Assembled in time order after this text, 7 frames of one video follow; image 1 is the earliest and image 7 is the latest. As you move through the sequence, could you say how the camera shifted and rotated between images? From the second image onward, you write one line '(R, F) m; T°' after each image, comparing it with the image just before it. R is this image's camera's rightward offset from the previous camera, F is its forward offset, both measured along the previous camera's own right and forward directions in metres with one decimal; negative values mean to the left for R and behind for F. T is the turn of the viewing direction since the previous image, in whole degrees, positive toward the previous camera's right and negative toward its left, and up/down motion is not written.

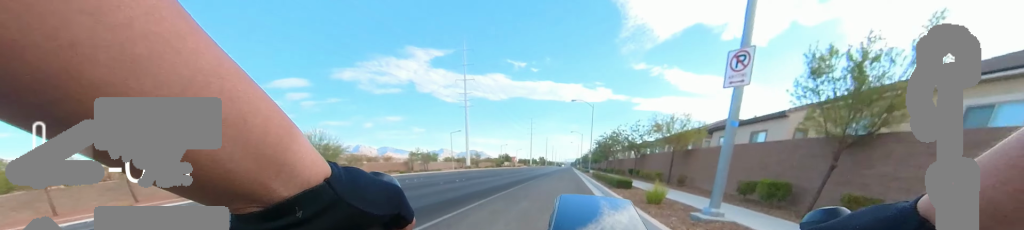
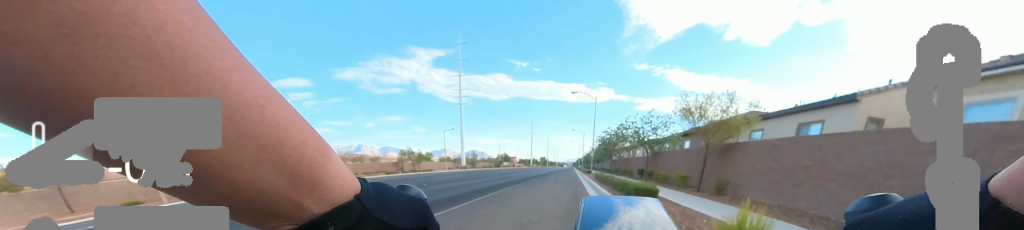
(0.0, +4.2) m; 0°
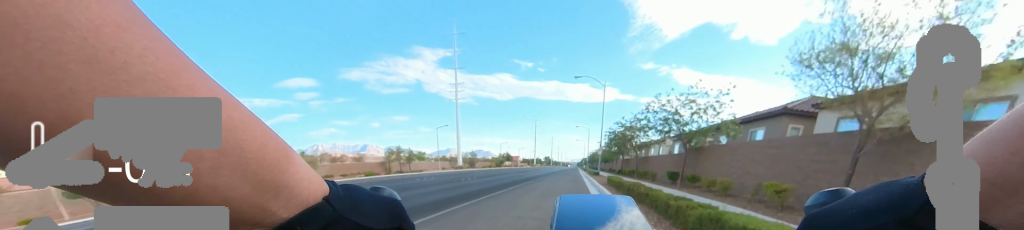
(0.0, +6.1) m; 0°
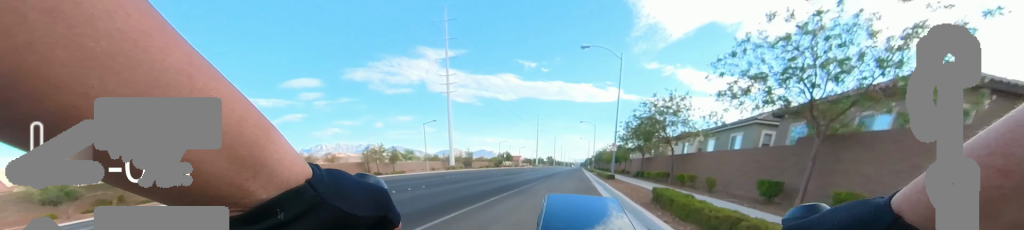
(0.0, +7.5) m; 0°
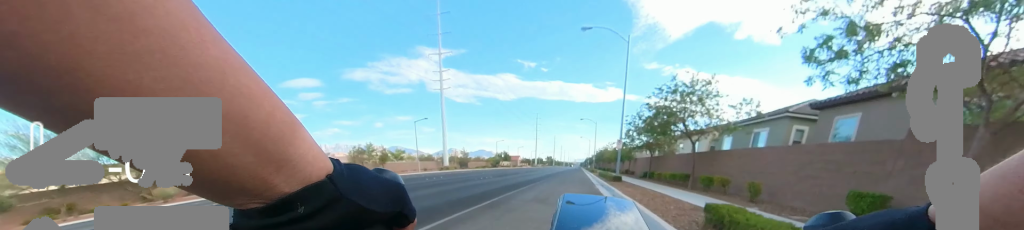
(0.0, +3.0) m; 0°
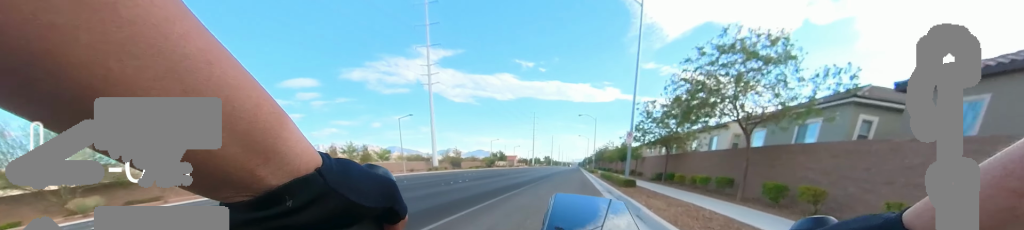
(0.0, +4.3) m; +1°
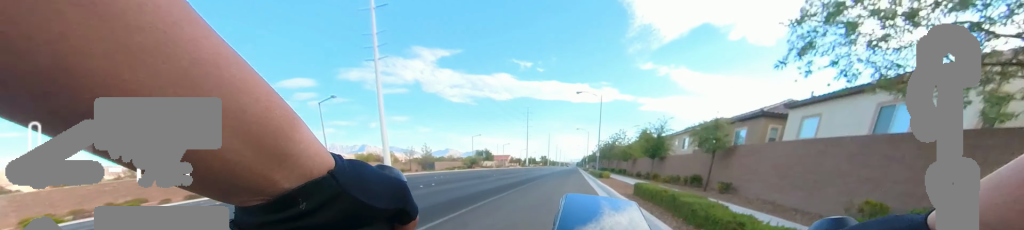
(+2.2, +15.7) m; +5°
